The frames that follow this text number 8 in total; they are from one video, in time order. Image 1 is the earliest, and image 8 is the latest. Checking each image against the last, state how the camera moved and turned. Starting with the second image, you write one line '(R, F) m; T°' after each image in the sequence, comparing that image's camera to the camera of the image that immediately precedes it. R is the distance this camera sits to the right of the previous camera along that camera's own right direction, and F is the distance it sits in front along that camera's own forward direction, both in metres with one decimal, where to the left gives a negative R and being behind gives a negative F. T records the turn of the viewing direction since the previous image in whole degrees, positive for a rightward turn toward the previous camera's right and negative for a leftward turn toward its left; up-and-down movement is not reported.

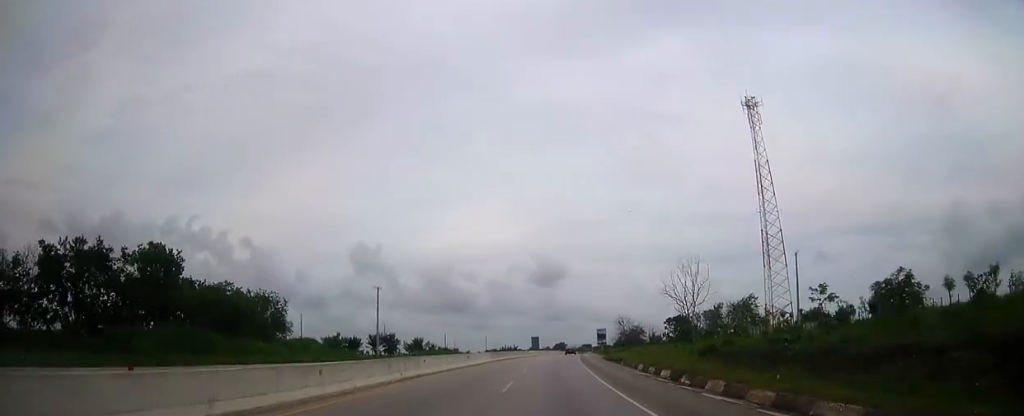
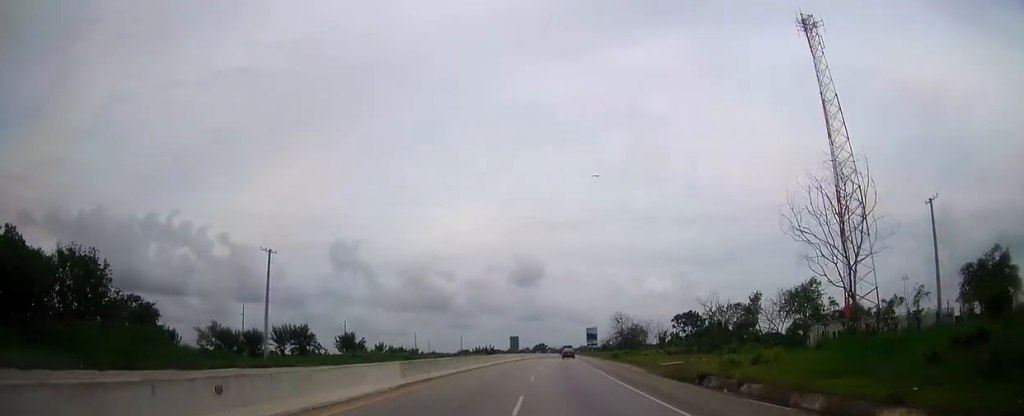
(+0.5, +31.9) m; +2°
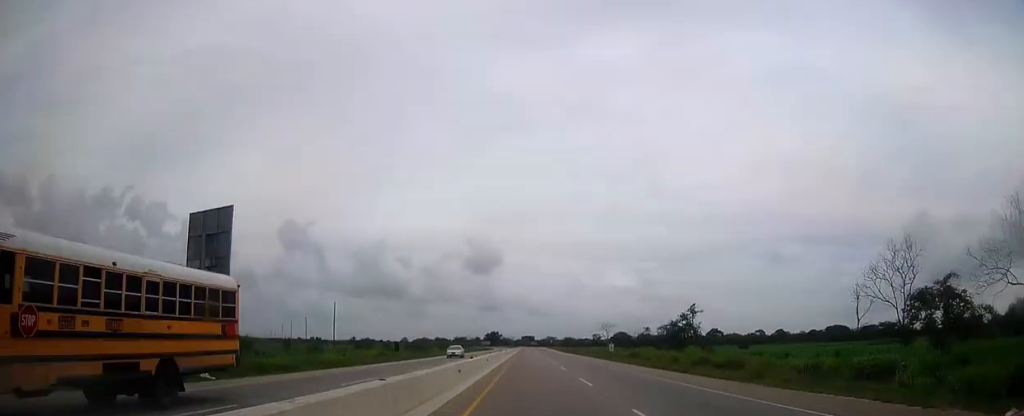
(+10.0, +202.2) m; +4°
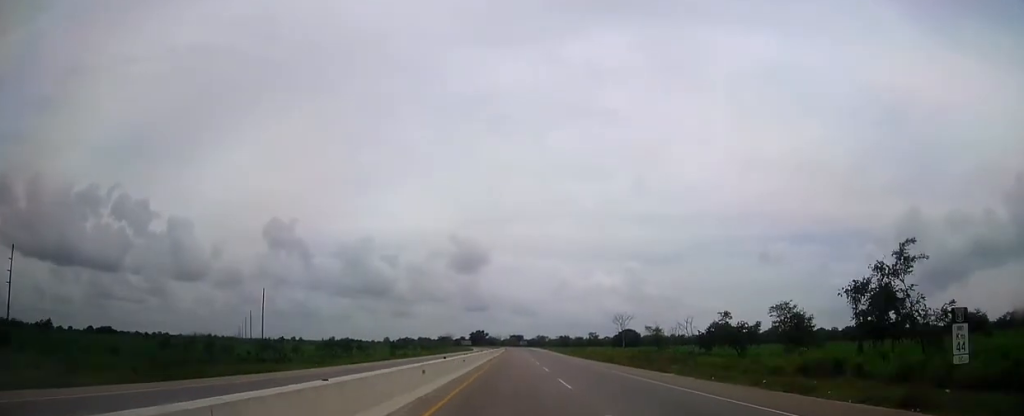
(+0.5, +53.2) m; +1°
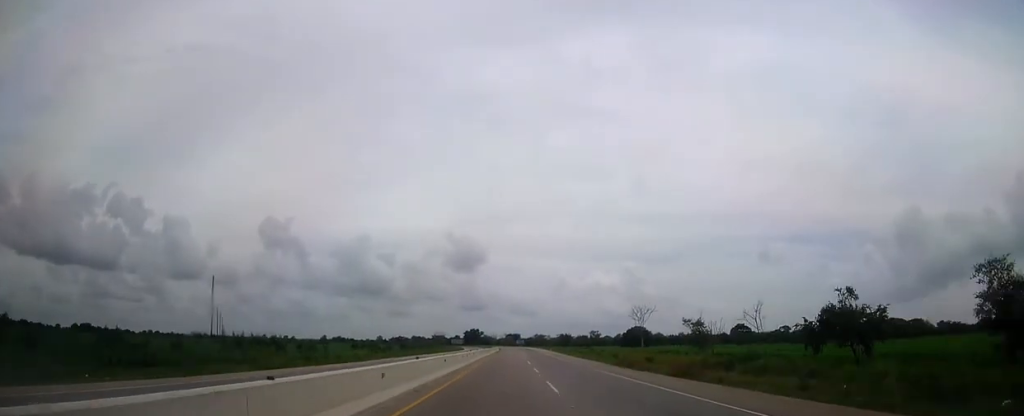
(+0.1, +28.7) m; 0°
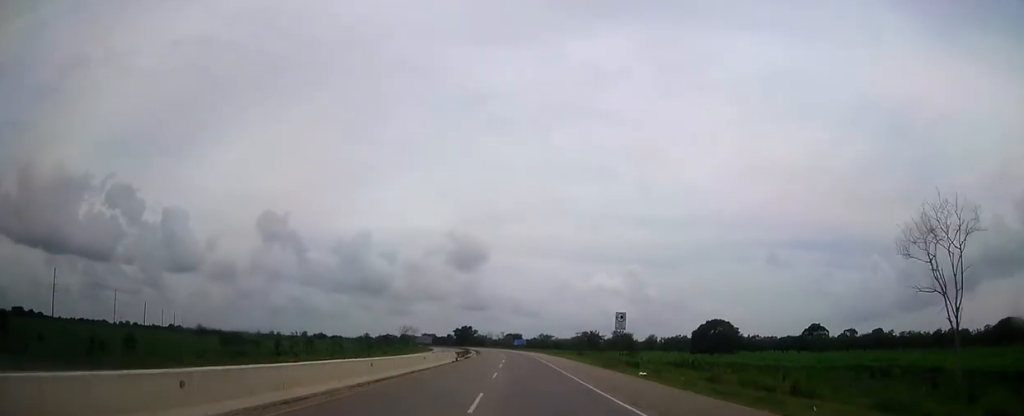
(-0.1, +97.5) m; -1°
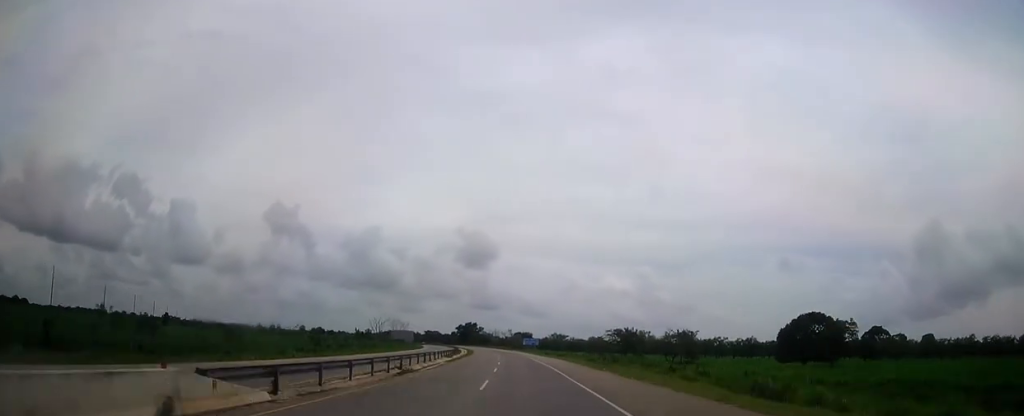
(-0.3, +46.2) m; -1°
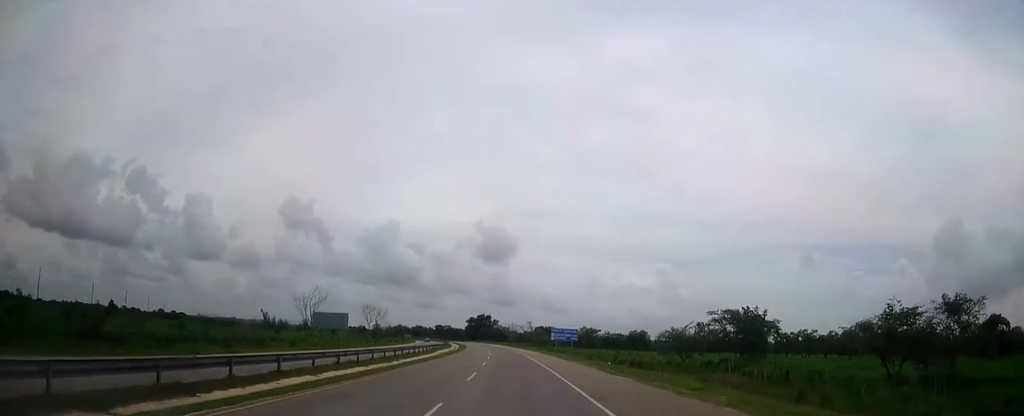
(-0.8, +63.7) m; -2°
